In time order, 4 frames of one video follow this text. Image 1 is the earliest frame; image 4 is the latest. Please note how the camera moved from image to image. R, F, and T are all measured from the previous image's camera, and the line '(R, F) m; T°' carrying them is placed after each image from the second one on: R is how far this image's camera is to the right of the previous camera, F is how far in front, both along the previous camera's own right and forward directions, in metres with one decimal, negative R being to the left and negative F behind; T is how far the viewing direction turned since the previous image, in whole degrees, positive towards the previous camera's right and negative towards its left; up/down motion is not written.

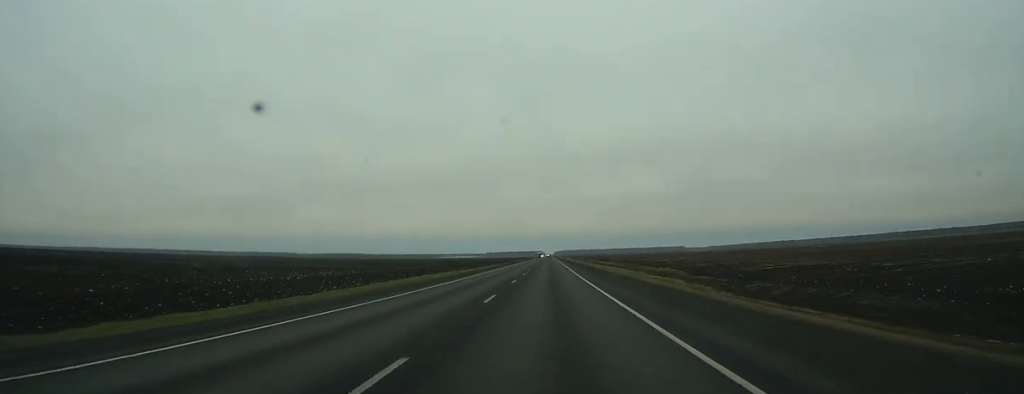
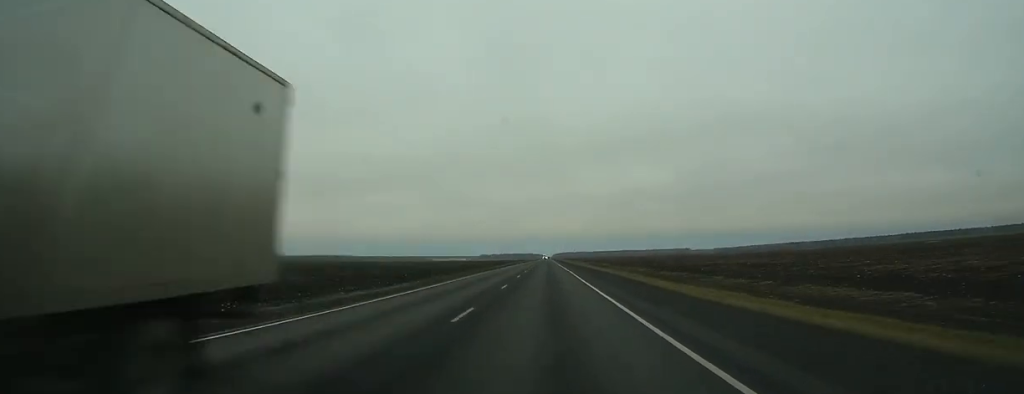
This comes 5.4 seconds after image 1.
(-0.7, +162.4) m; 0°
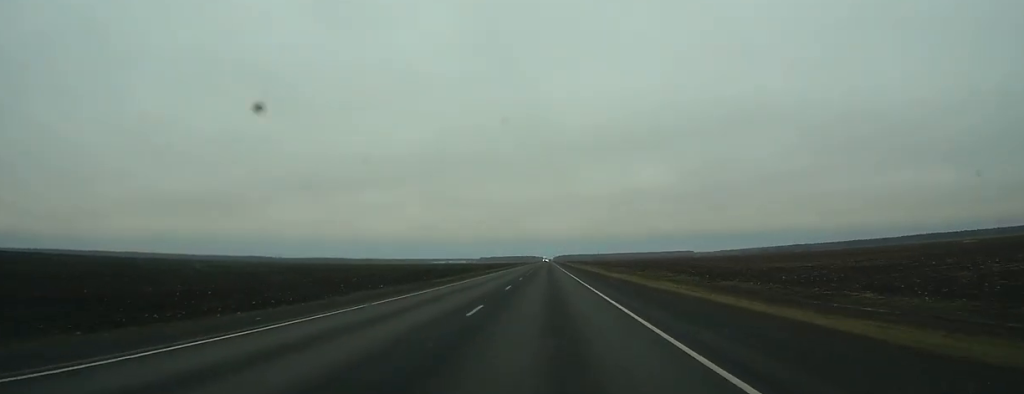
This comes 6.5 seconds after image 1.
(0.0, +34.5) m; 0°
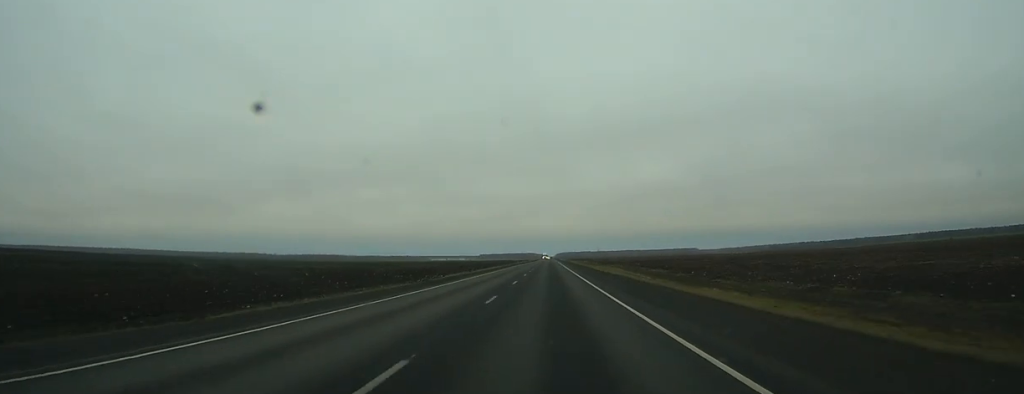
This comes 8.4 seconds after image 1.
(+0.1, +57.4) m; 0°
